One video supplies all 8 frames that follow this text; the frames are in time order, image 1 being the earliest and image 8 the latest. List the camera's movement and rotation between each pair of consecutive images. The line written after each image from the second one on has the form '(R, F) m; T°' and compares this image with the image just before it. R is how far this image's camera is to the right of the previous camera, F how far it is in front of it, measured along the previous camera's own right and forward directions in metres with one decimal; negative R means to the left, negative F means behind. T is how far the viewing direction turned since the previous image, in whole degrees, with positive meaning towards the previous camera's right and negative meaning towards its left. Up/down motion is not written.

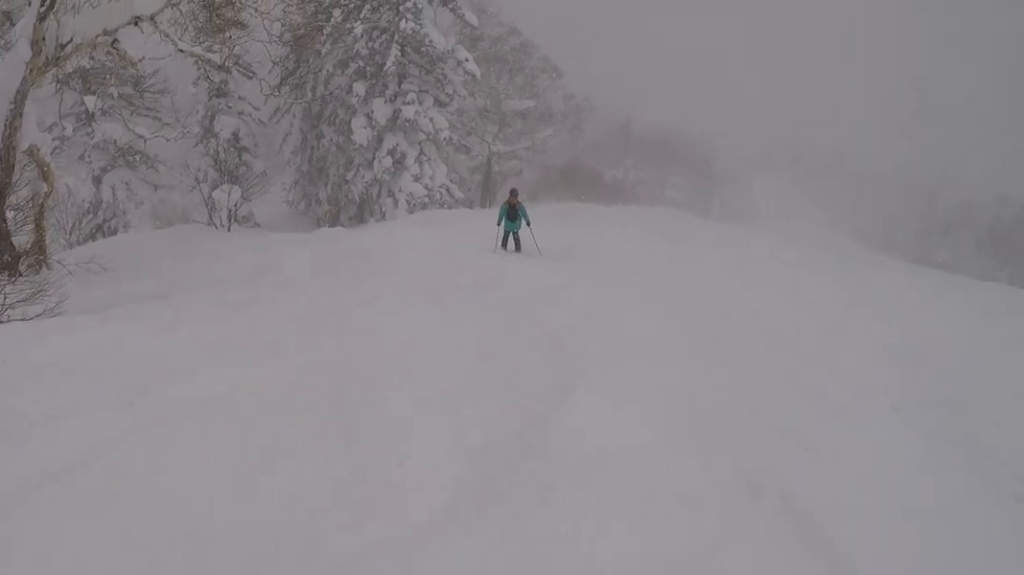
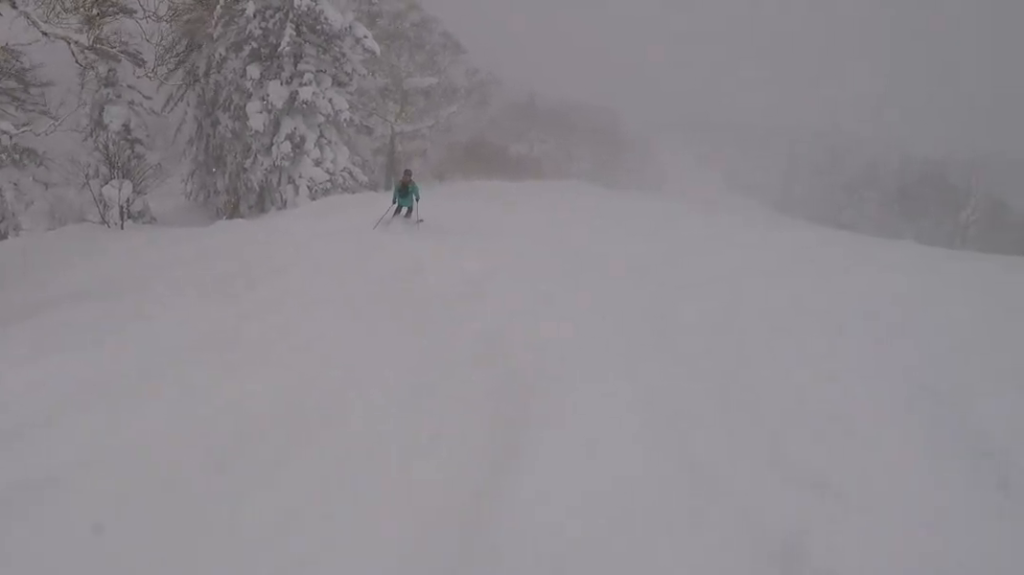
(+0.2, +2.0) m; +13°
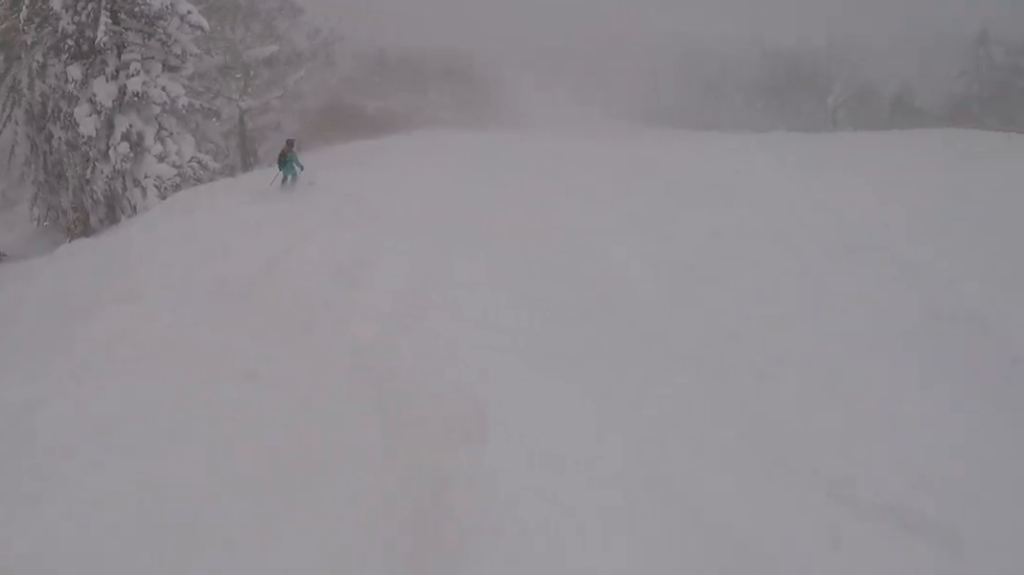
(+0.1, +2.0) m; +6°
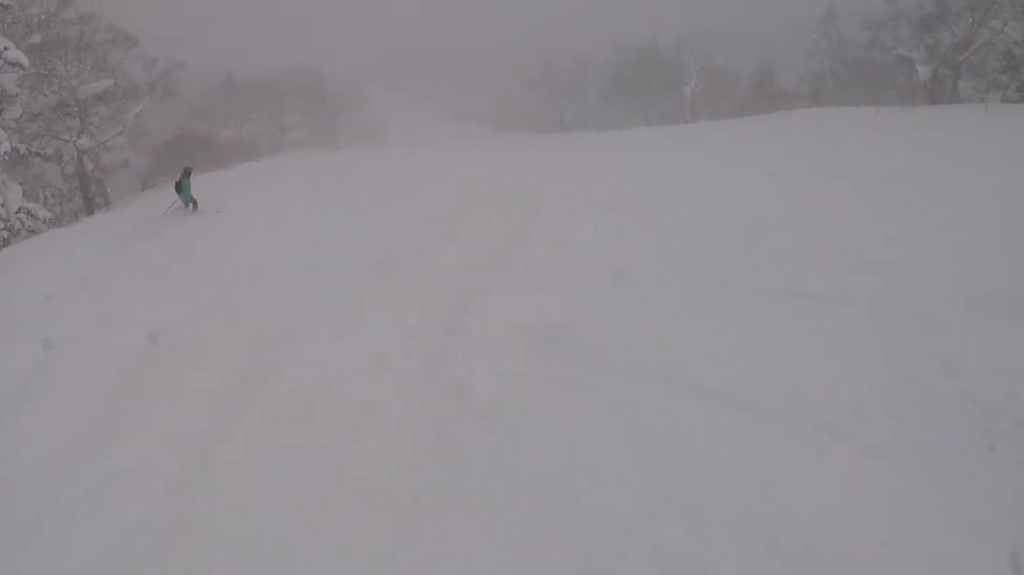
(+0.5, +2.7) m; -5°
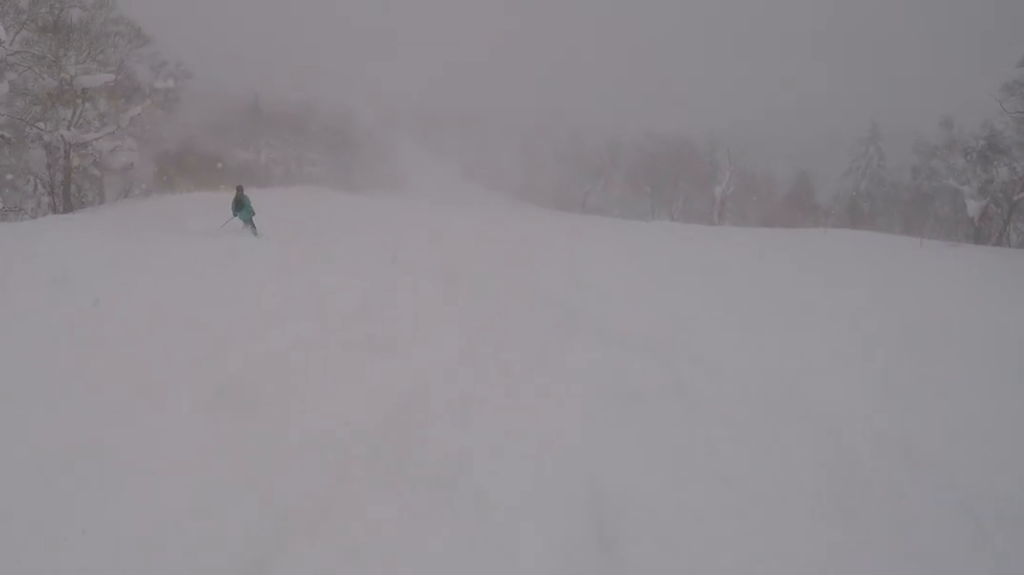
(-0.7, +3.4) m; -23°
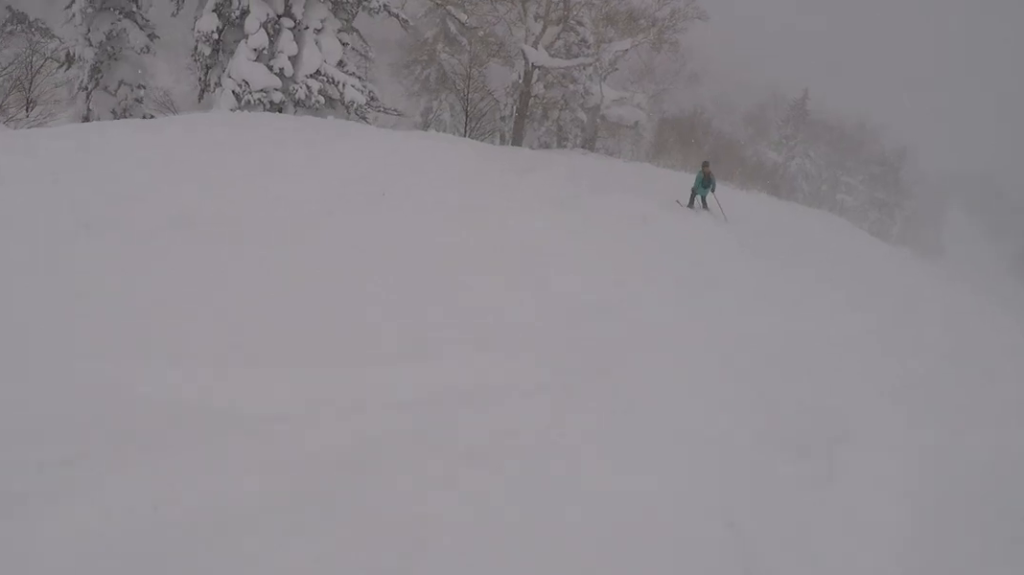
(-3.4, +8.0) m; -23°
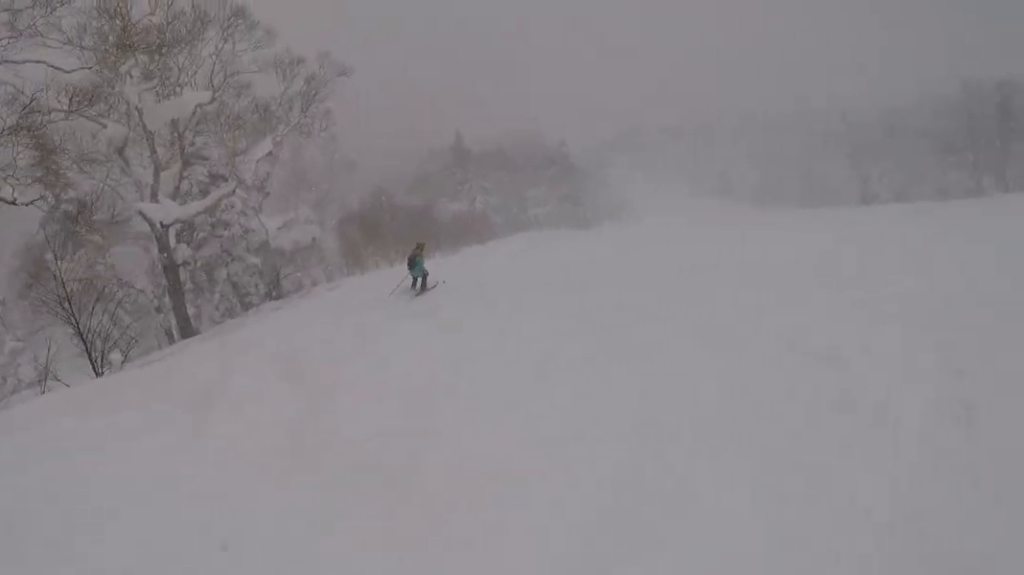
(+2.1, +8.3) m; +39°
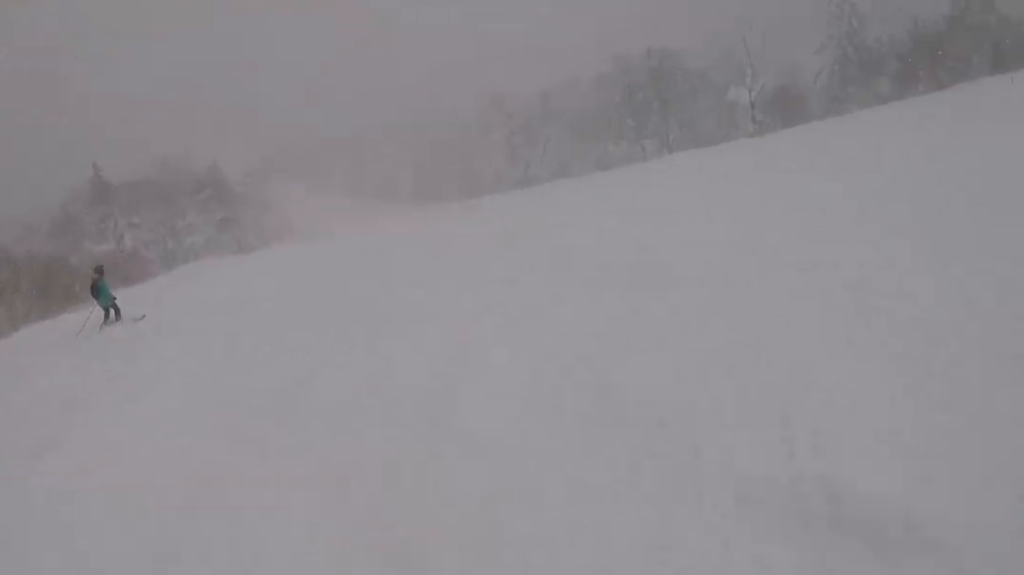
(+1.1, +4.3) m; +15°
